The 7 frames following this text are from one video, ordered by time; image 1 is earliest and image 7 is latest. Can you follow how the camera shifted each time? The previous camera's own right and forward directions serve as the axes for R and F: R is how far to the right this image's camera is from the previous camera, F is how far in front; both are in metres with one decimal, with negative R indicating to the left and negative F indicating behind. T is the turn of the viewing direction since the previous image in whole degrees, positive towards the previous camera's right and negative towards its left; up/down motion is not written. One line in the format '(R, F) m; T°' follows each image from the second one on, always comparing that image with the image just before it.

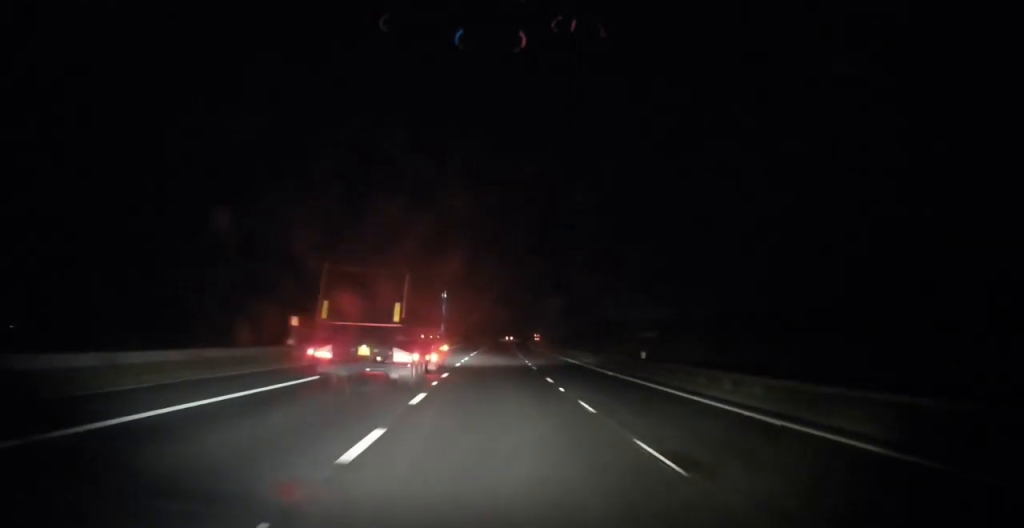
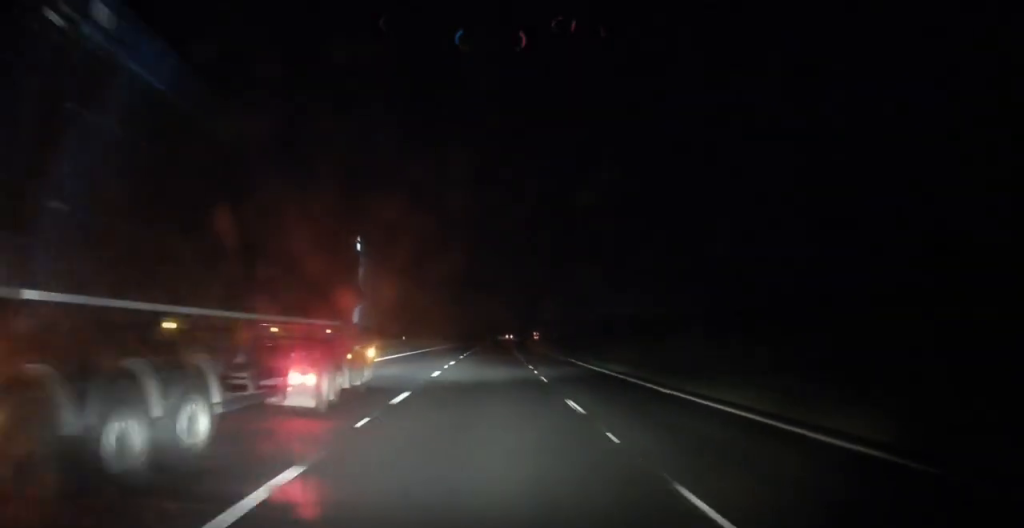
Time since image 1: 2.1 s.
(+1.1, +64.7) m; +1°
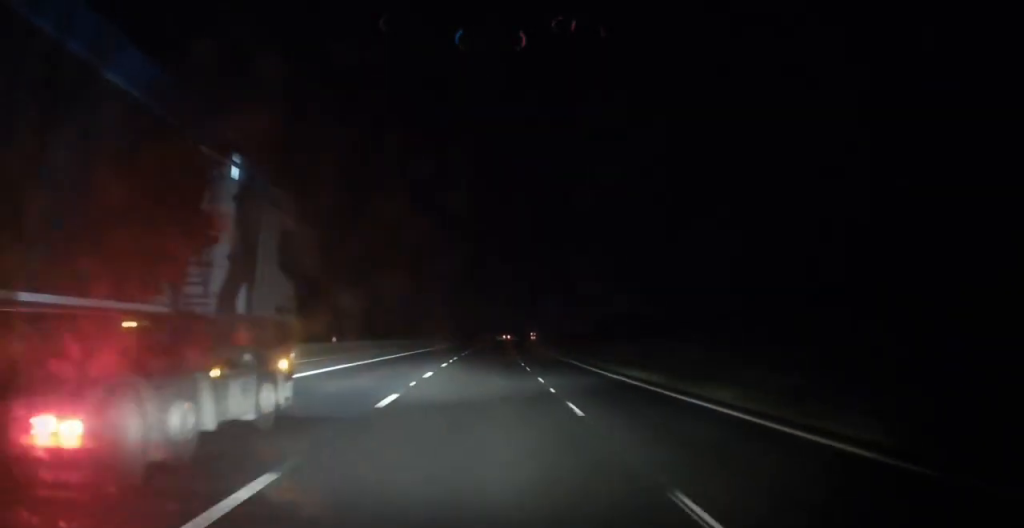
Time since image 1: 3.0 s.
(-0.1, +28.1) m; 0°
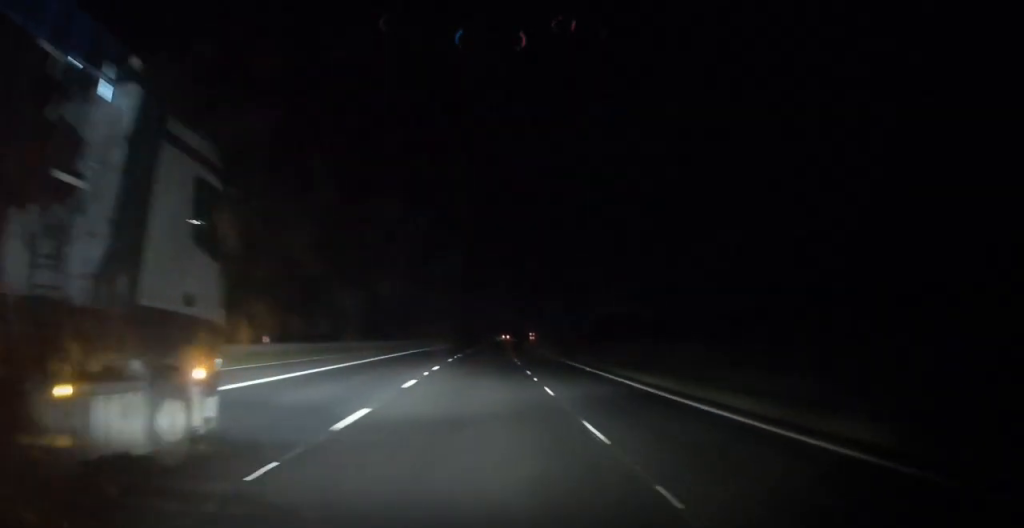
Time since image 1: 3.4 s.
(0.0, +12.5) m; 0°
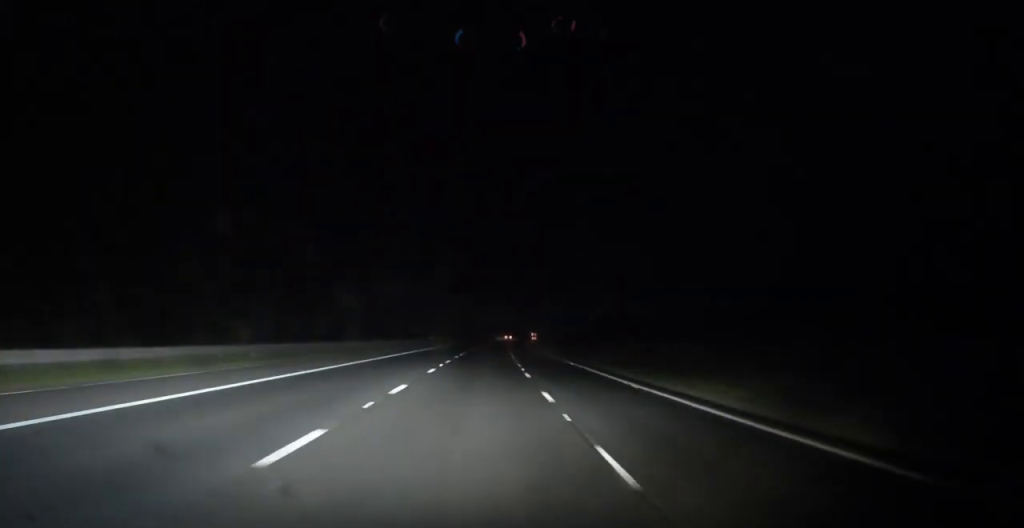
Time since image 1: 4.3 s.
(+0.3, +29.2) m; +1°
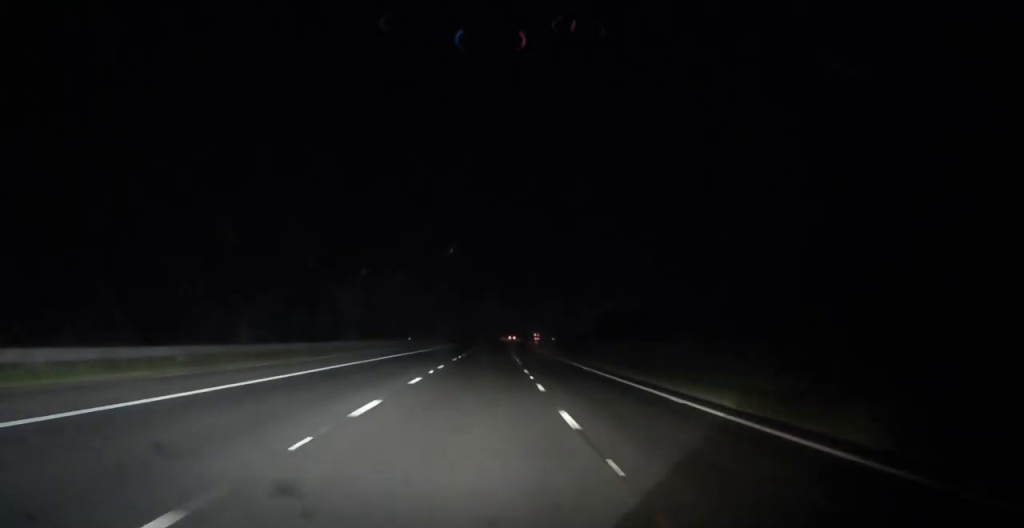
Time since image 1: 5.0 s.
(+0.1, +22.9) m; 0°
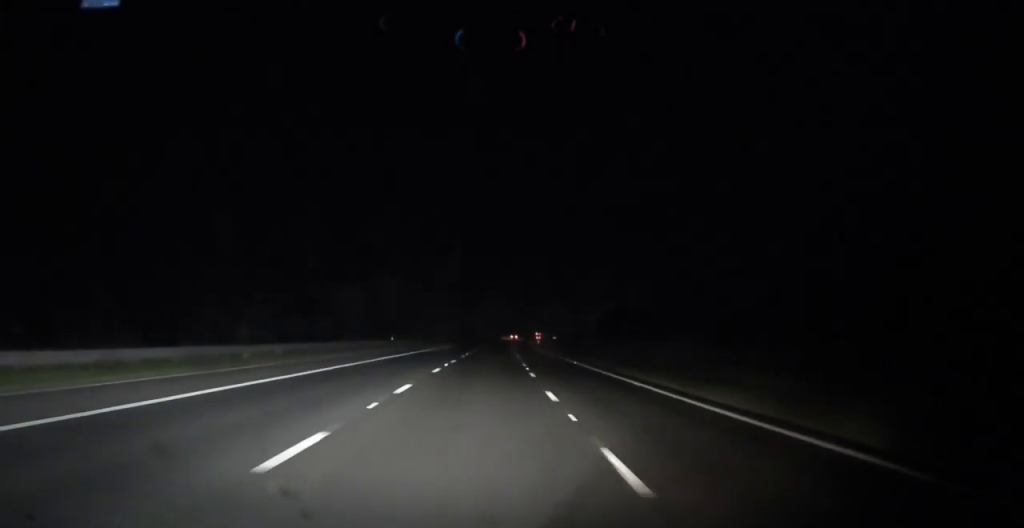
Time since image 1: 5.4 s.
(0.0, +12.5) m; 0°
